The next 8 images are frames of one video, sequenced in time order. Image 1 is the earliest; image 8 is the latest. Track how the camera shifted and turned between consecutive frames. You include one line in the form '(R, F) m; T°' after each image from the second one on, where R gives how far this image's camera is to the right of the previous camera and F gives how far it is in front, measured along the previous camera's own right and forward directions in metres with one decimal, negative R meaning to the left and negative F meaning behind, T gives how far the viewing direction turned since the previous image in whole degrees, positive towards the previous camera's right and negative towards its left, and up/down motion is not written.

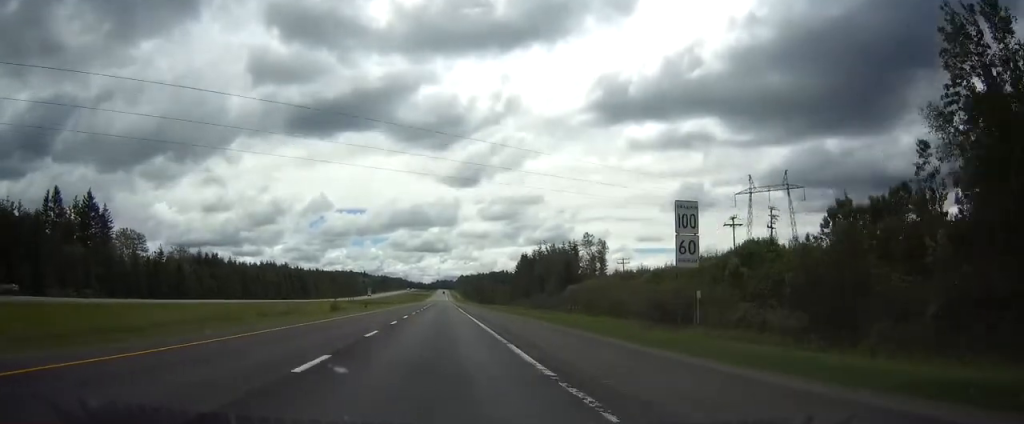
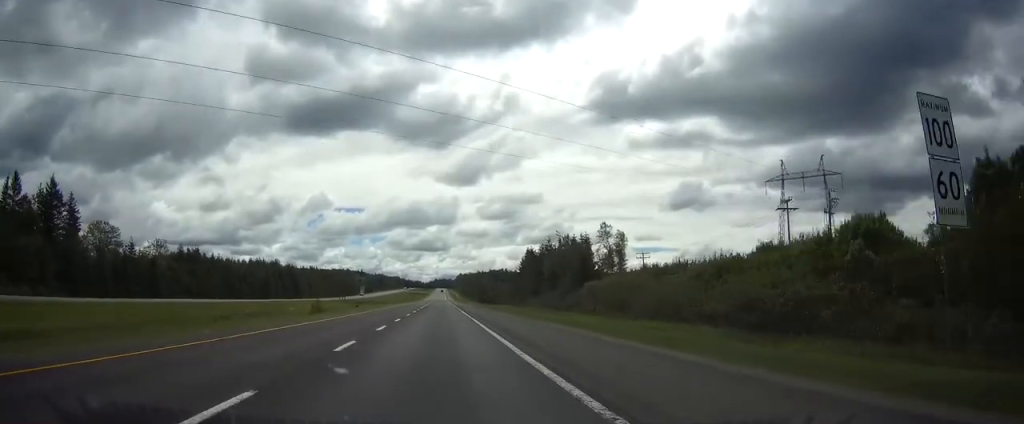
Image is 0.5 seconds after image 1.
(0.0, +14.3) m; 0°
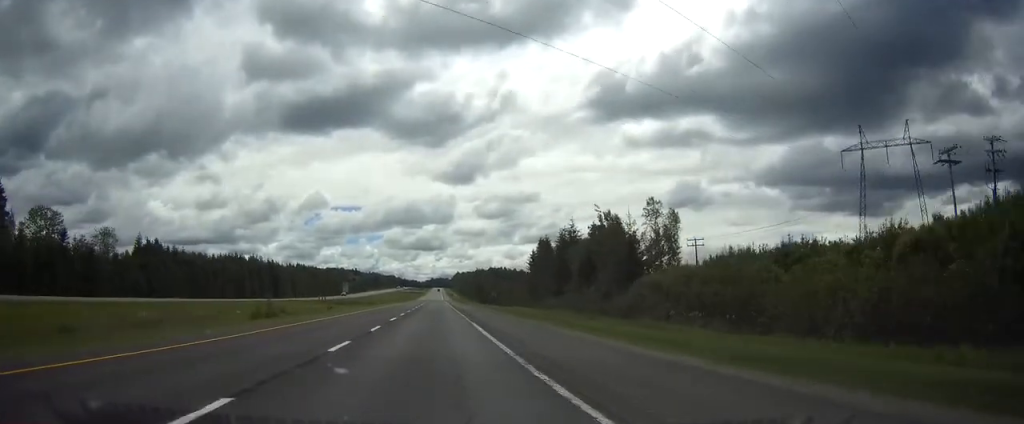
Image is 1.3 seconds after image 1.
(+0.1, +26.6) m; 0°
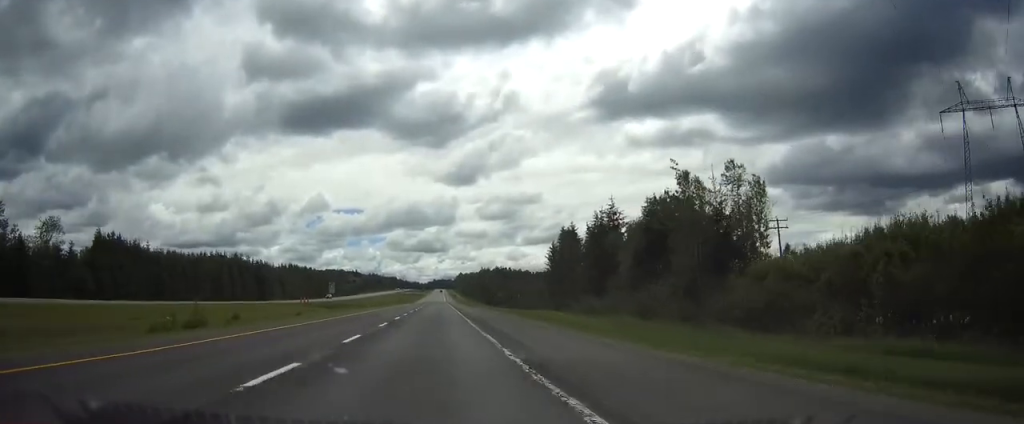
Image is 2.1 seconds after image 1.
(-0.1, +23.6) m; 0°
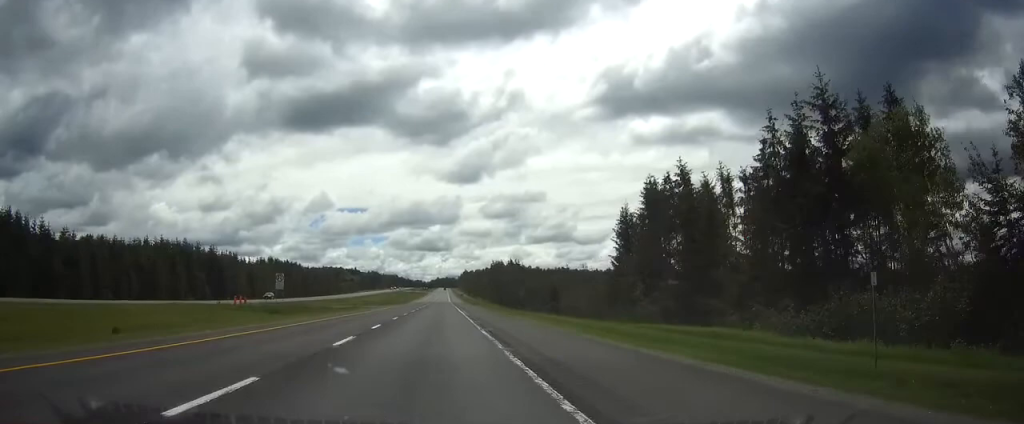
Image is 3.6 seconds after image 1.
(0.0, +47.1) m; 0°
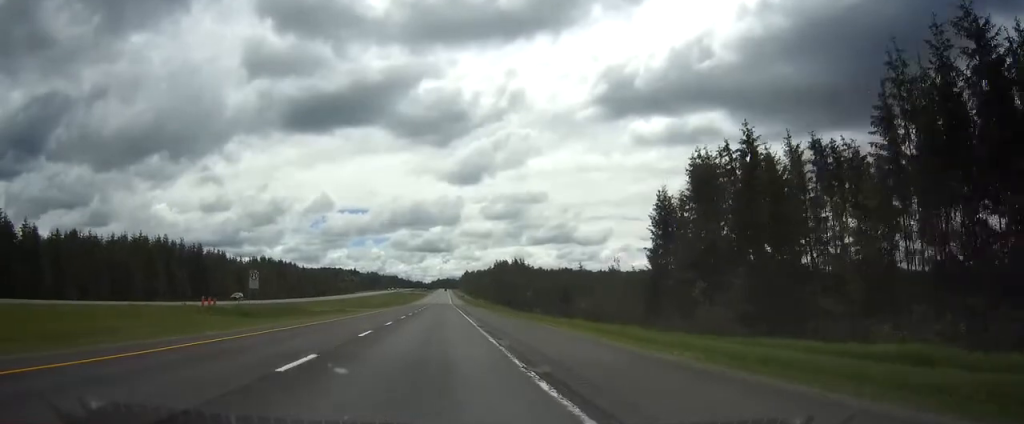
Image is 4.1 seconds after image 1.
(-0.1, +13.3) m; 0°
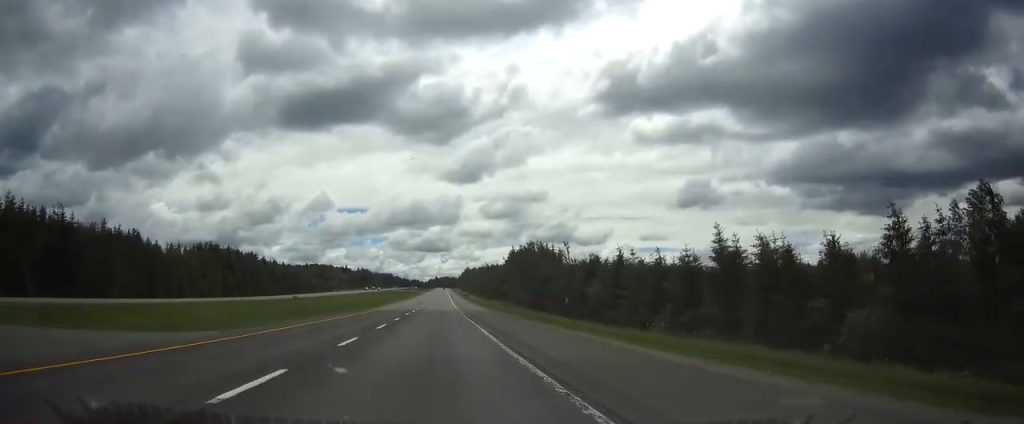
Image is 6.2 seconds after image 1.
(+0.1, +65.6) m; 0°
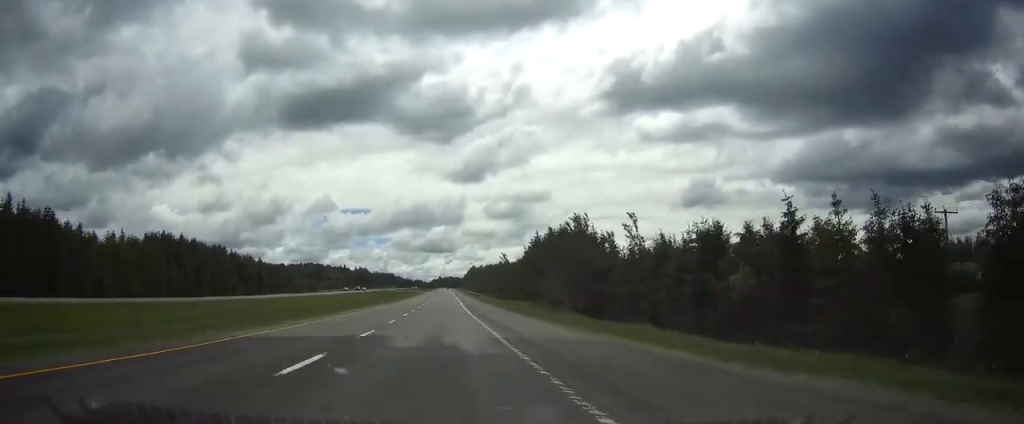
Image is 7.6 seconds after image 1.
(0.0, +42.0) m; 0°
